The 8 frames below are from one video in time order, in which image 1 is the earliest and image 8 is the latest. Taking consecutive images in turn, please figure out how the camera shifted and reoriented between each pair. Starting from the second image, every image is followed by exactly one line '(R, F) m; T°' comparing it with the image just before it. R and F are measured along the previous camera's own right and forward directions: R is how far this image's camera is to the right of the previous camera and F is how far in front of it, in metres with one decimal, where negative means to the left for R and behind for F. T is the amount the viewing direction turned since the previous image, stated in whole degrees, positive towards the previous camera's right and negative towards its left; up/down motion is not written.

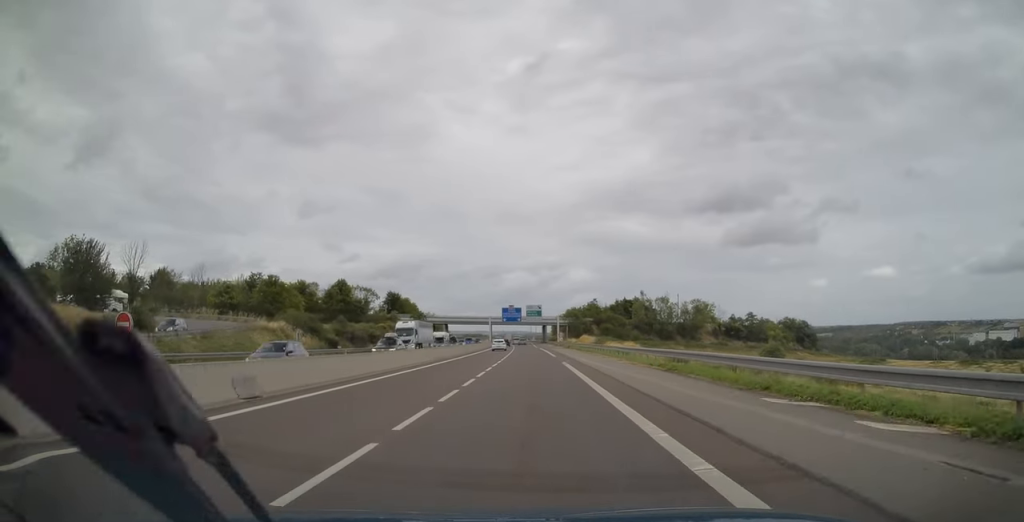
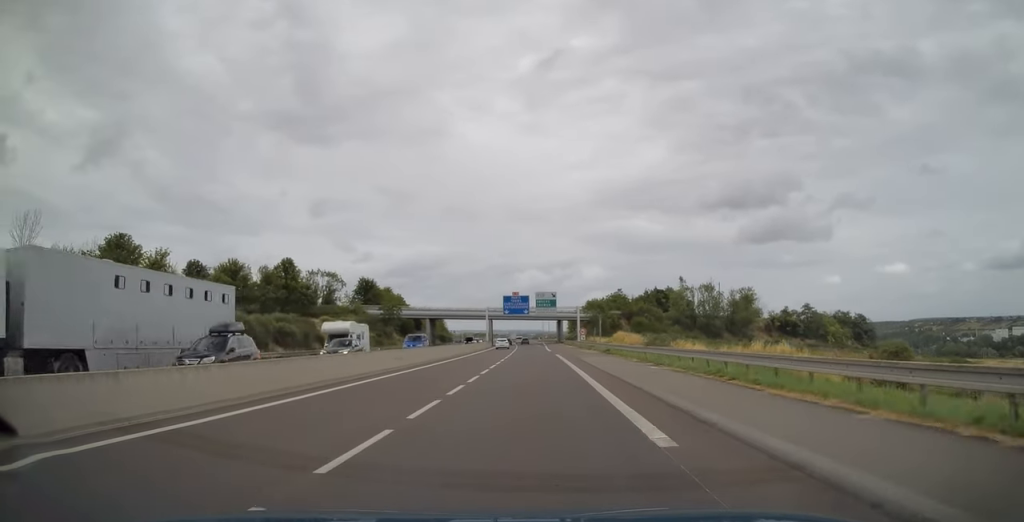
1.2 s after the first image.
(-0.2, +37.9) m; -1°
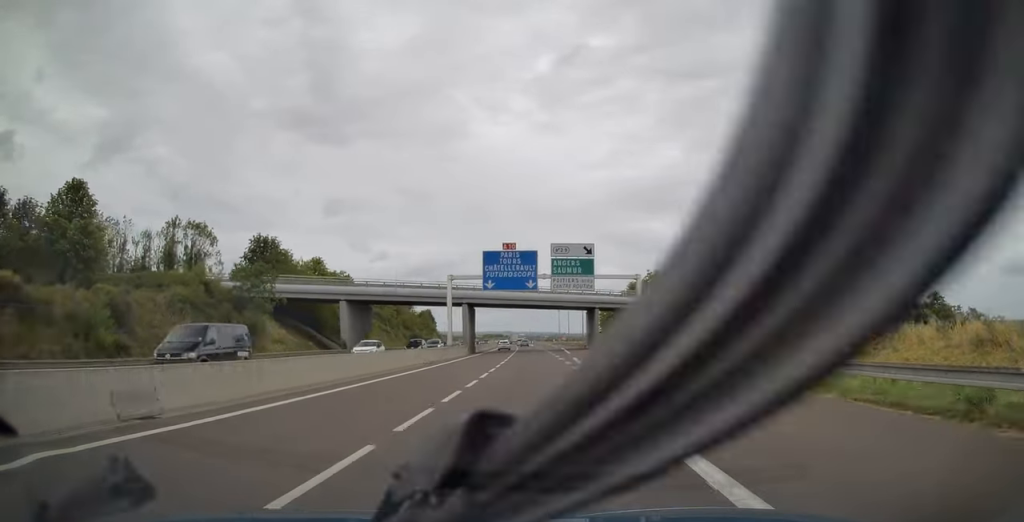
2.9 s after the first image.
(-0.7, +57.8) m; -1°
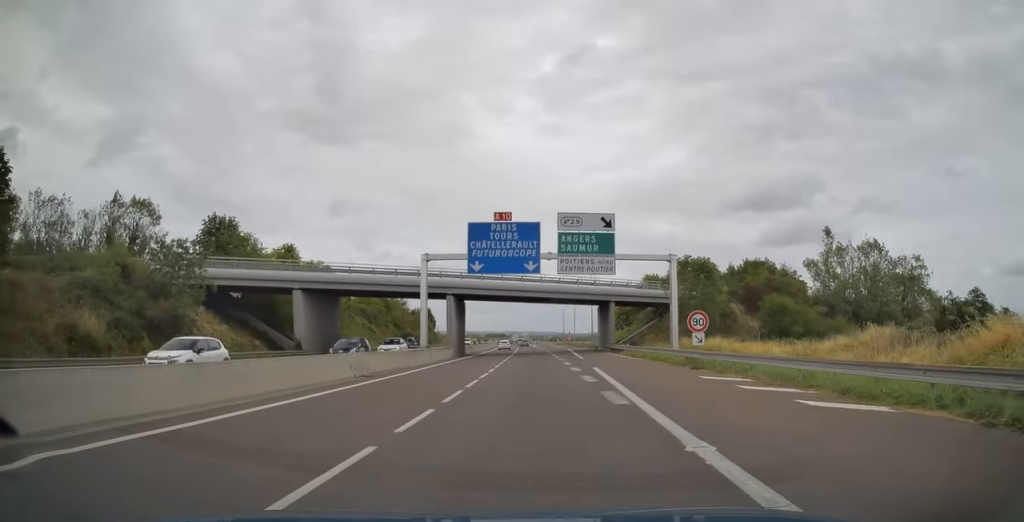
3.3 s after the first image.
(0.0, +13.0) m; 0°
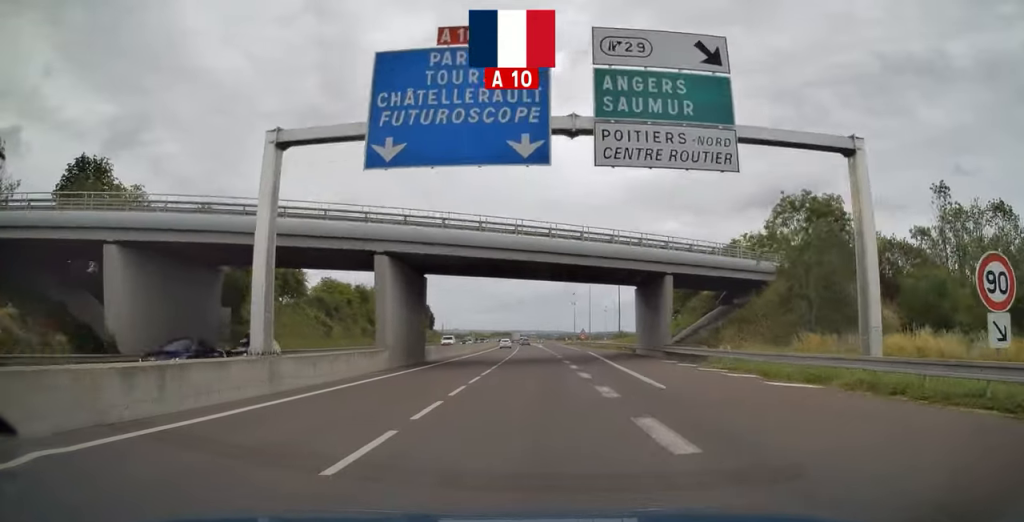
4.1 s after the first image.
(-0.1, +24.8) m; -1°
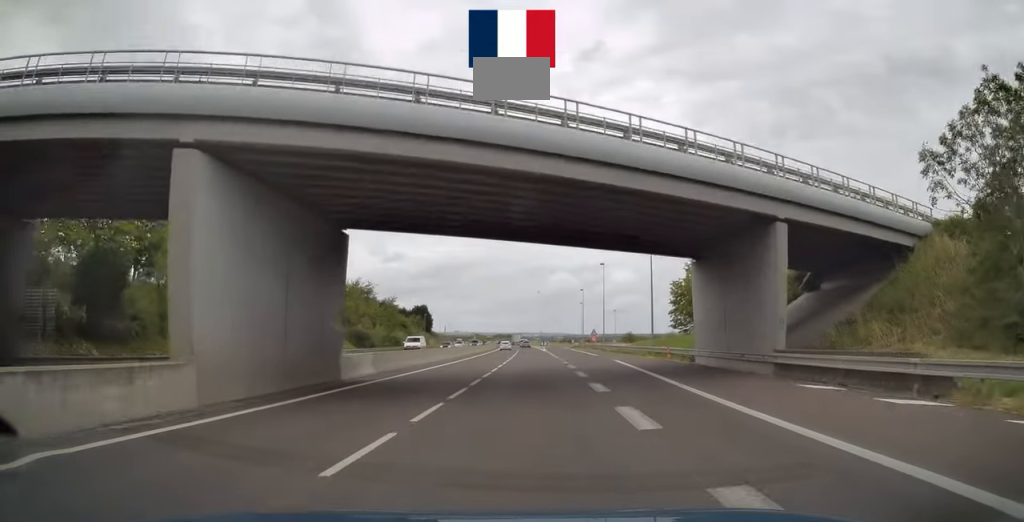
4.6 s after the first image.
(0.0, +17.3) m; 0°
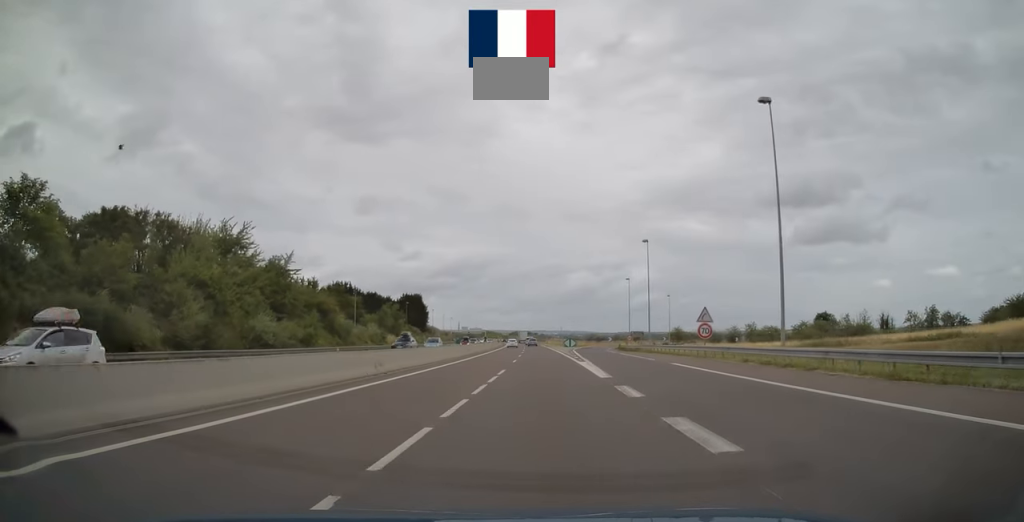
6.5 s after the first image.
(-0.6, +60.5) m; -2°
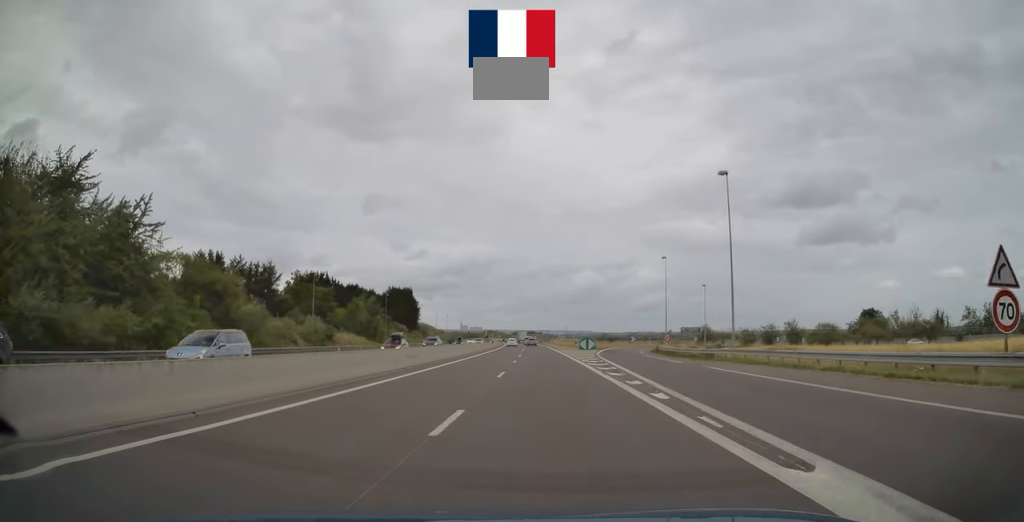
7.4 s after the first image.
(-0.5, +28.2) m; -1°
